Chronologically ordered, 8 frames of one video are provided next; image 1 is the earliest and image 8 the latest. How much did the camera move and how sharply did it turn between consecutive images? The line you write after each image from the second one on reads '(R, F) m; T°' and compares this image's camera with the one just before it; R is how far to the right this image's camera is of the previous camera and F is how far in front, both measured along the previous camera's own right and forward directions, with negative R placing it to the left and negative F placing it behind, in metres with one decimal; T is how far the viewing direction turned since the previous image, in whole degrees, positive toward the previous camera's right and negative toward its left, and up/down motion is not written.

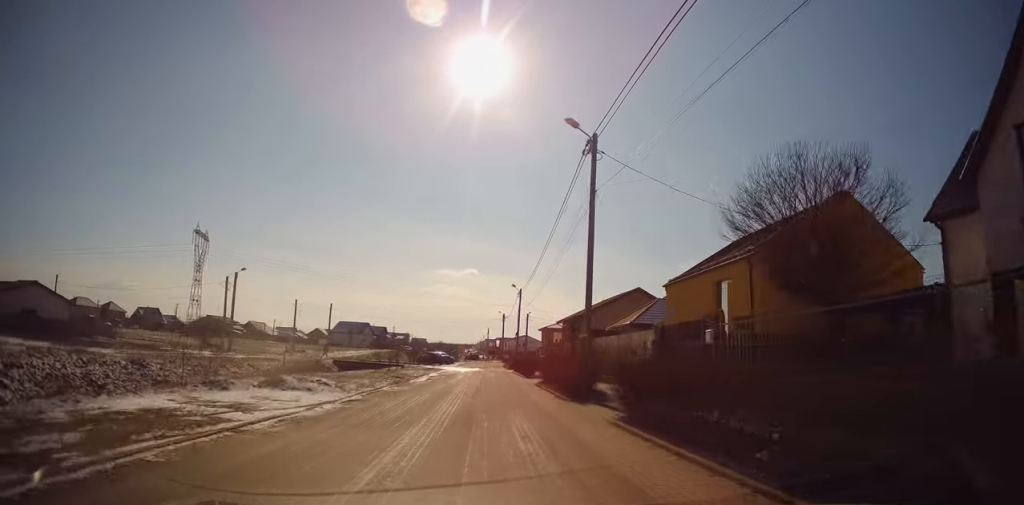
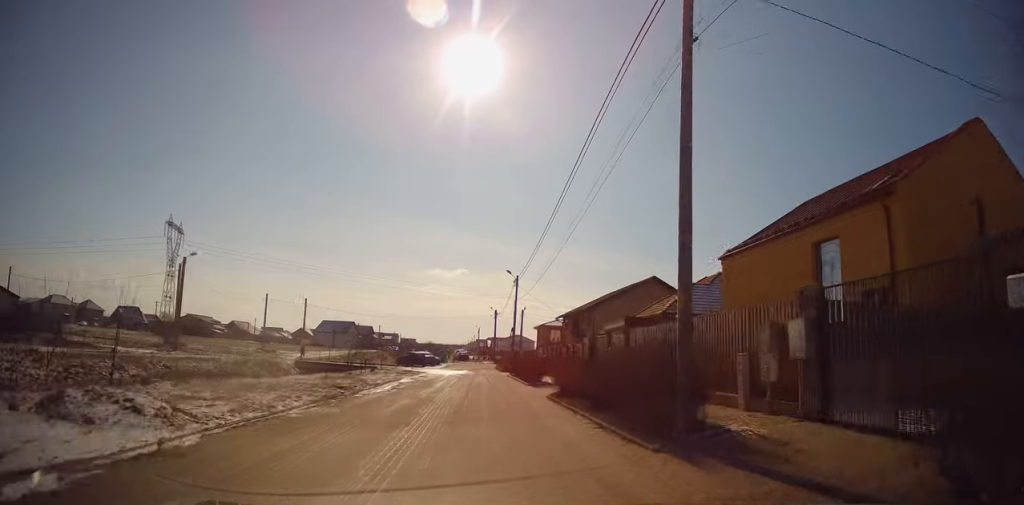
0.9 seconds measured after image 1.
(-0.1, +8.7) m; 0°
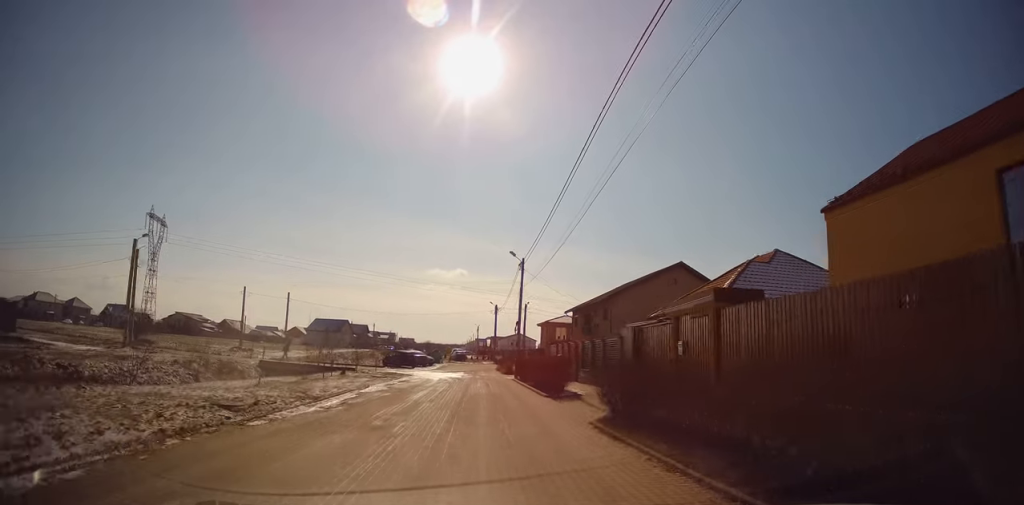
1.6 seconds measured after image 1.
(0.0, +7.4) m; +1°
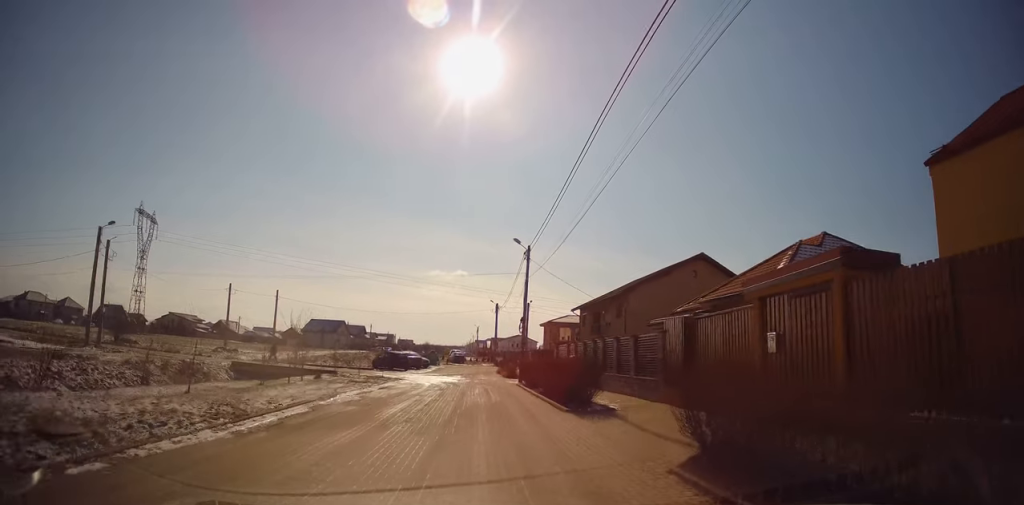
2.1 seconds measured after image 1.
(0.0, +4.2) m; 0°
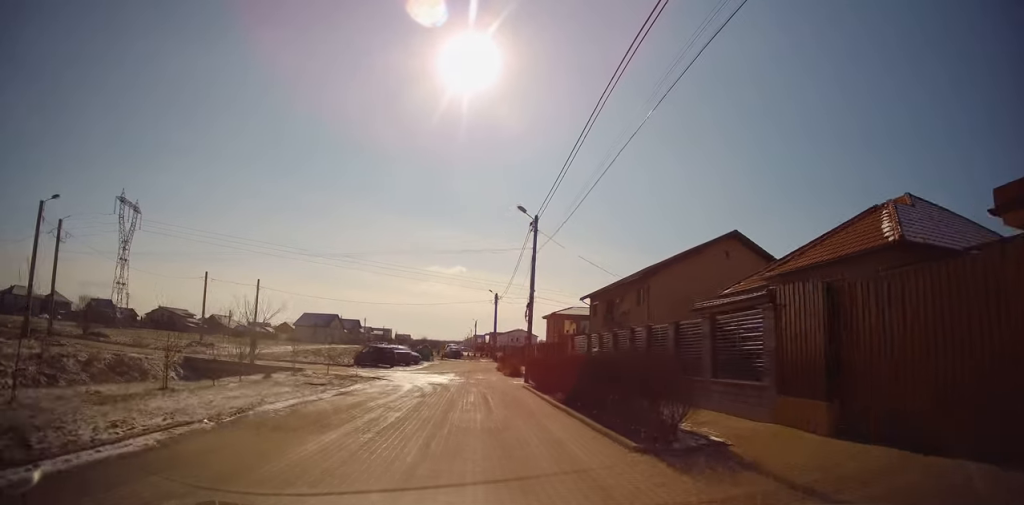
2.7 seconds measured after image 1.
(0.0, +5.4) m; 0°
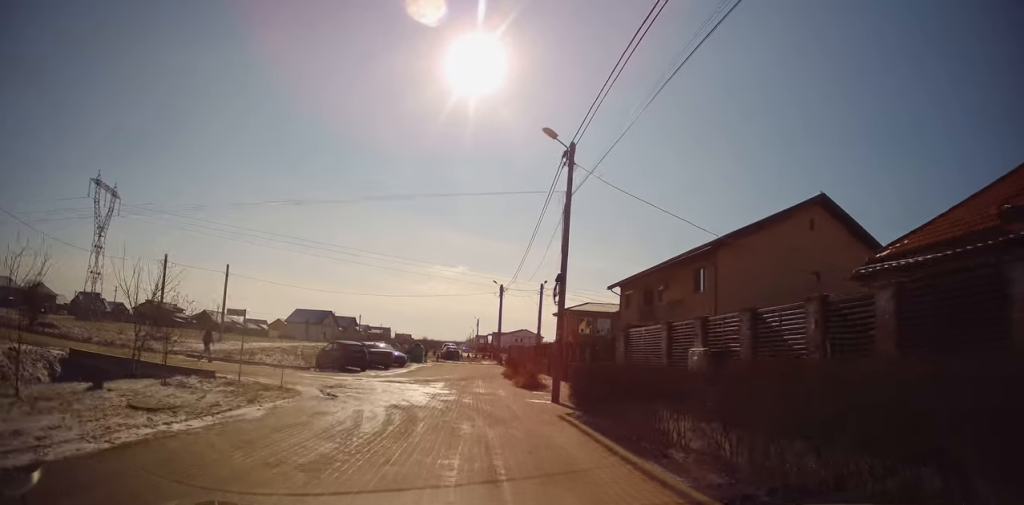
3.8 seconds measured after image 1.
(-0.1, +8.3) m; -2°
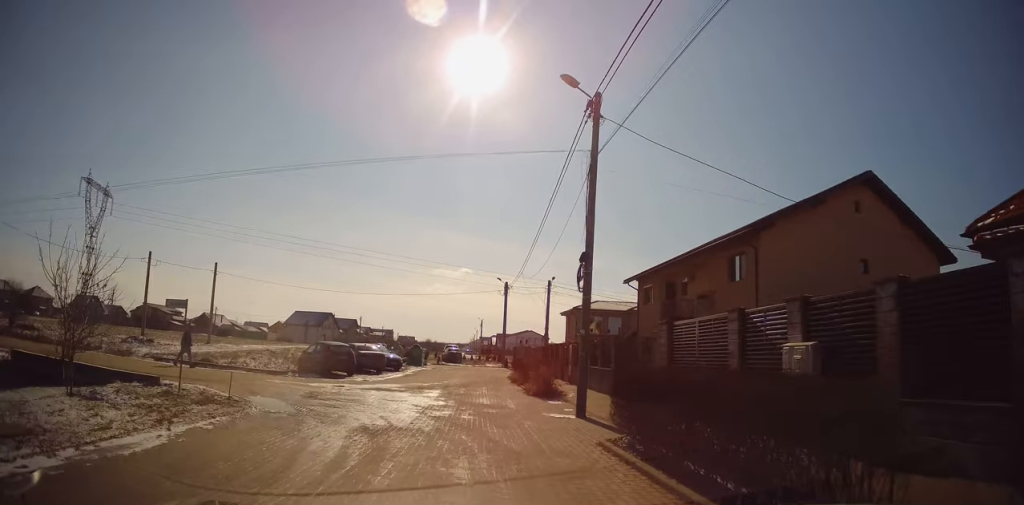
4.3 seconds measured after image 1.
(-0.1, +3.4) m; -1°
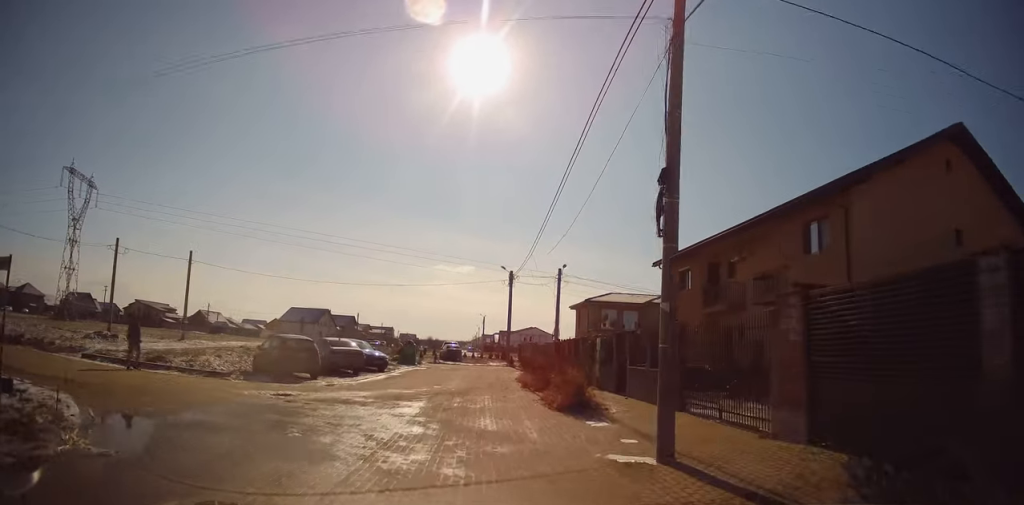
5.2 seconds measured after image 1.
(0.0, +5.1) m; 0°
